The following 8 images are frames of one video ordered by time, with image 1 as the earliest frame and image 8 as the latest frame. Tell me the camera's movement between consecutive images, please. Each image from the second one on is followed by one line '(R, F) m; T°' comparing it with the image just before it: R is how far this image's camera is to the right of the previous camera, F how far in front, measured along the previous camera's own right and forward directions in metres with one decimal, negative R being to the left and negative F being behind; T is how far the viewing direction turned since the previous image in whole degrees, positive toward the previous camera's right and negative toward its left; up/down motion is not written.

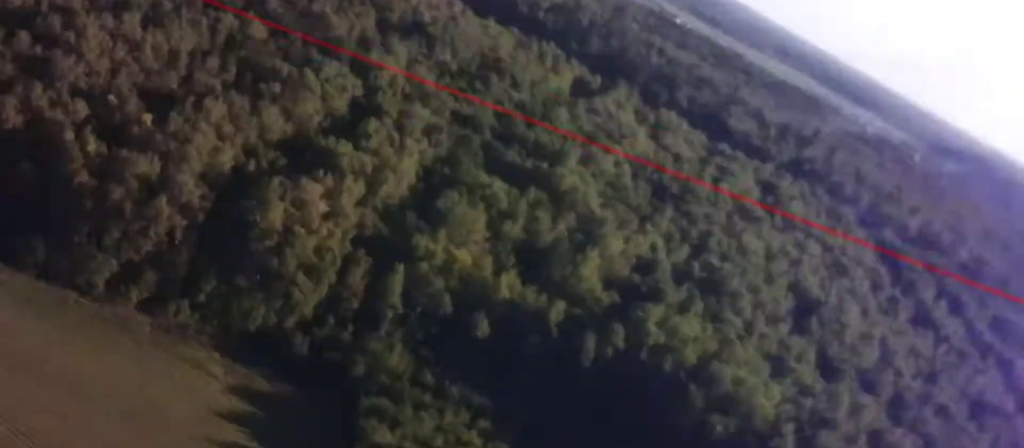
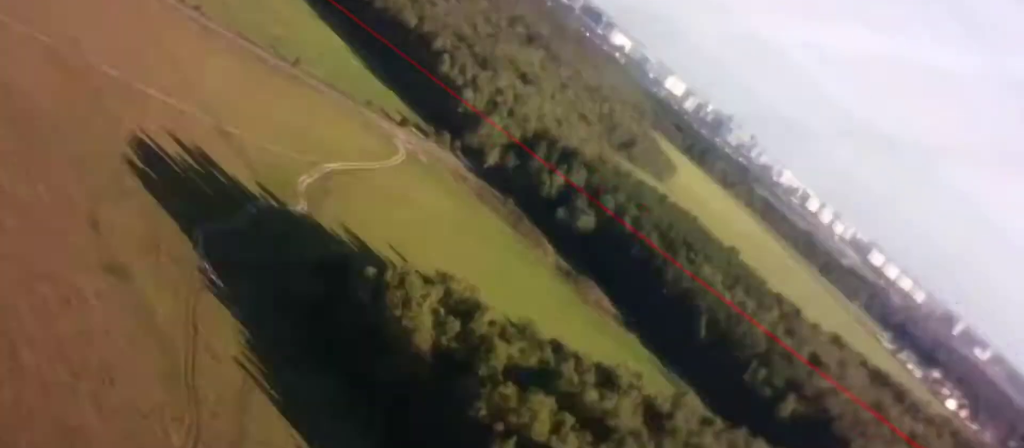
(-3.8, +13.4) m; -31°
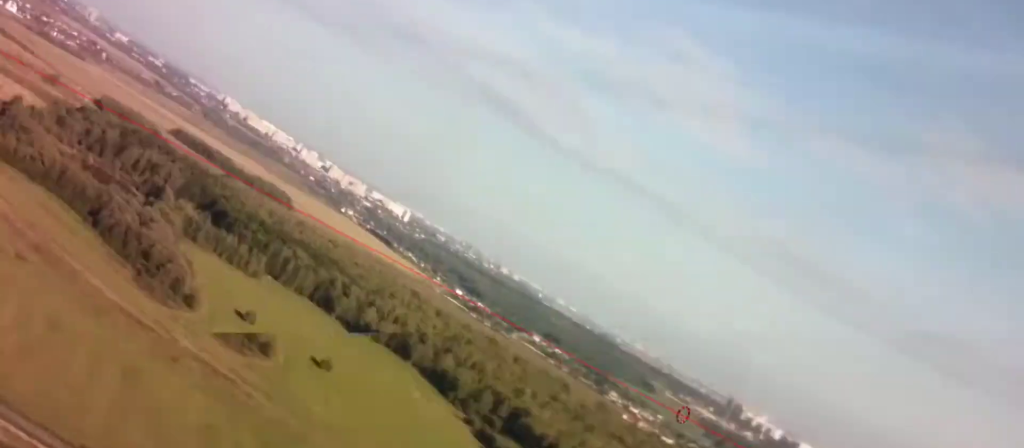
(-4.1, +10.6) m; -35°
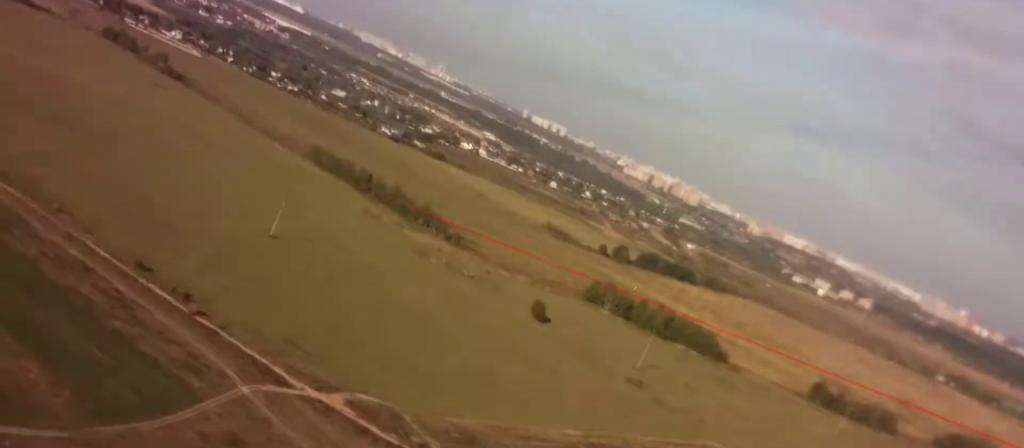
(-4.7, +13.6) m; -38°
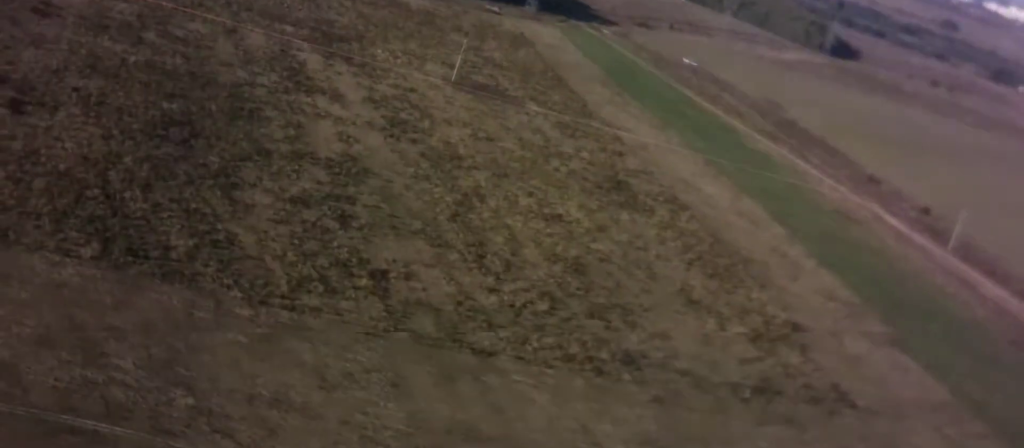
(-7.2, +18.1) m; -38°
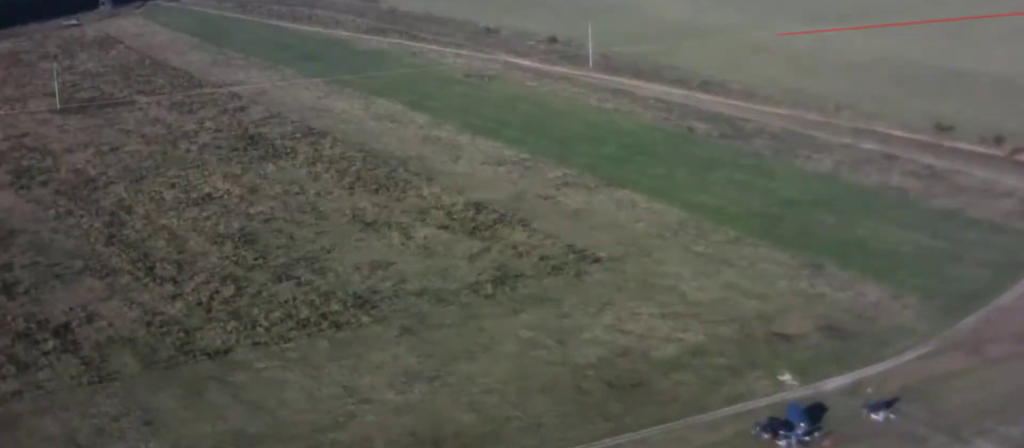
(-2.5, +17.3) m; -4°
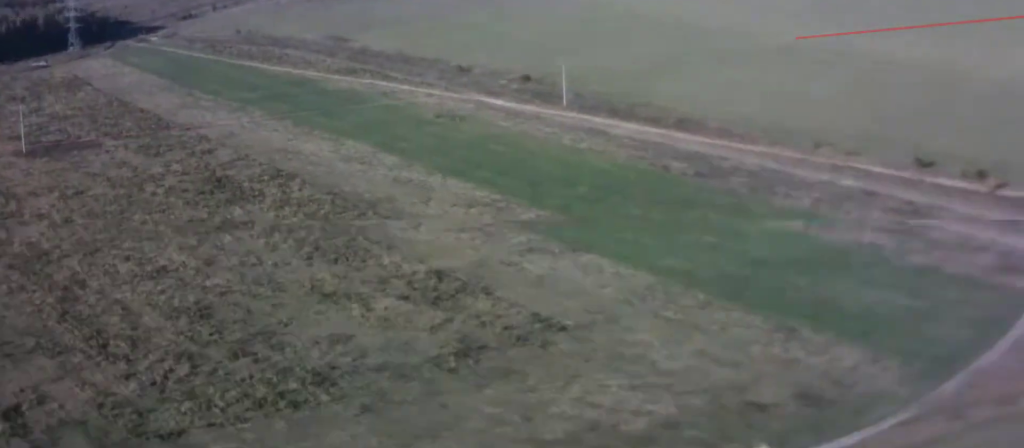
(+0.8, +10.5) m; +3°
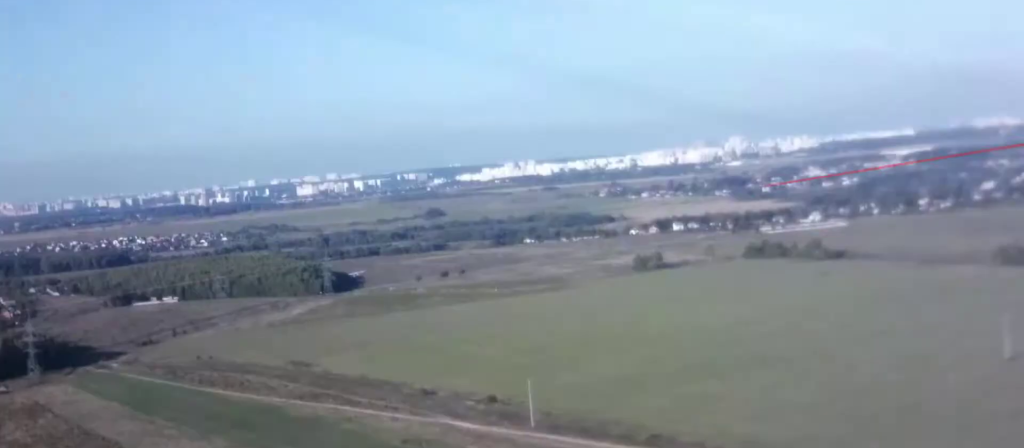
(+0.3, +10.2) m; +2°
